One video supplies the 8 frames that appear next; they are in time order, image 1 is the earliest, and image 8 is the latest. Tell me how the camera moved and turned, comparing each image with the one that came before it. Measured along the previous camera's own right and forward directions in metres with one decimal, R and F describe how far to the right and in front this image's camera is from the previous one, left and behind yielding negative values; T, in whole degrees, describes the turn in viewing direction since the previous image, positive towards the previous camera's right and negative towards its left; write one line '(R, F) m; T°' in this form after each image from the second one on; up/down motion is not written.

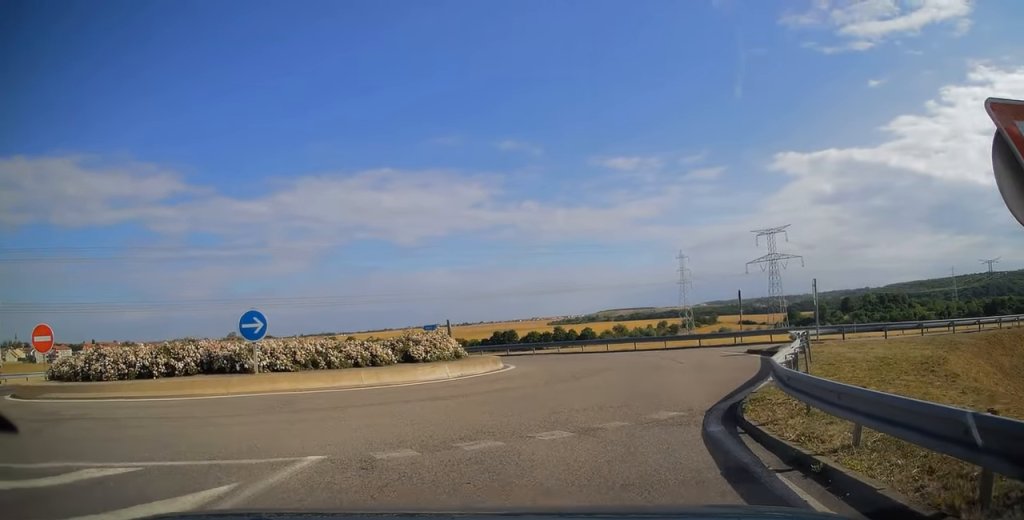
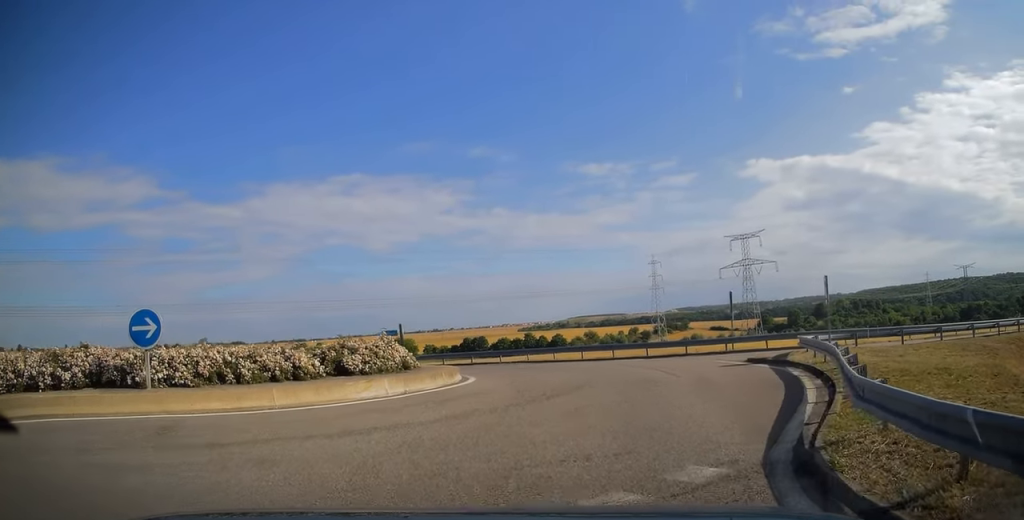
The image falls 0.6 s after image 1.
(+0.1, +3.7) m; +1°
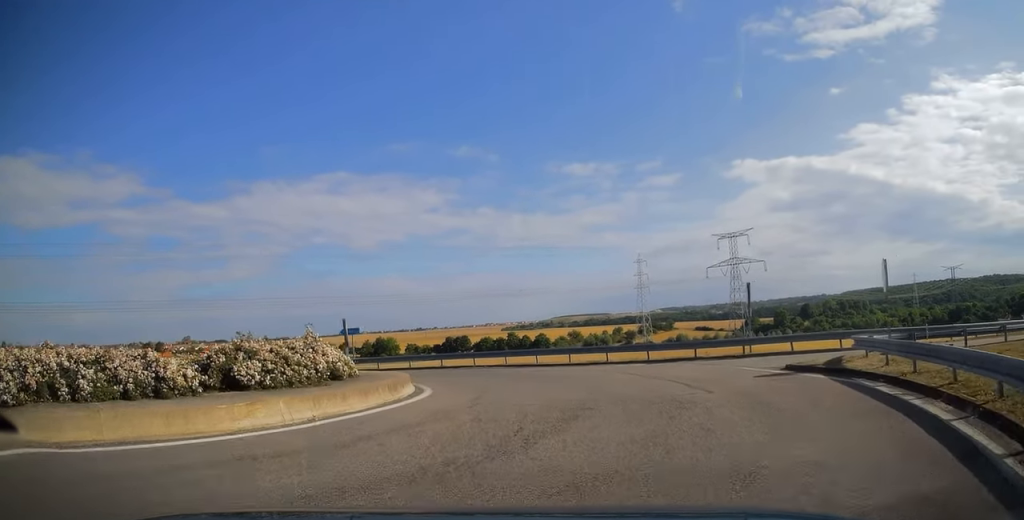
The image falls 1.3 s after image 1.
(+0.1, +5.0) m; 0°
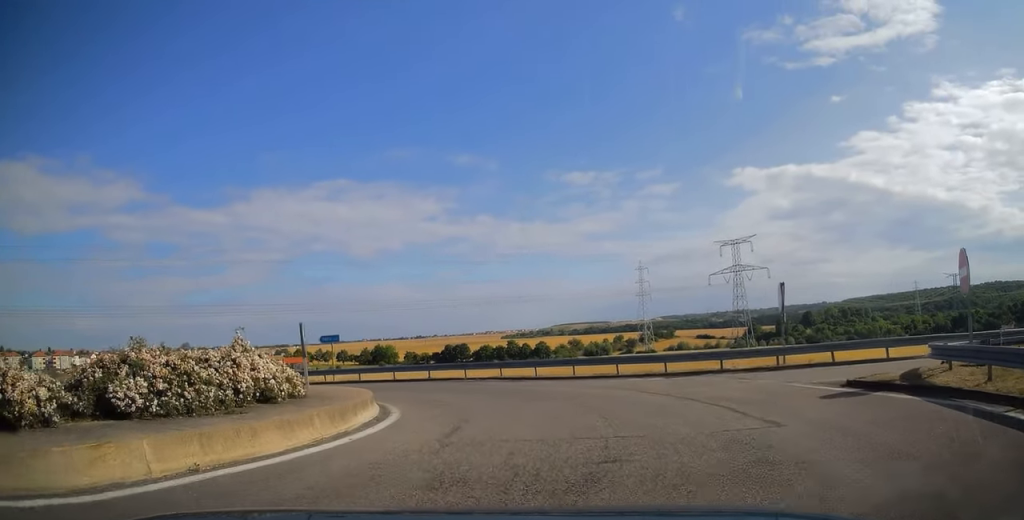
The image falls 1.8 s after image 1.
(0.0, +3.6) m; -2°
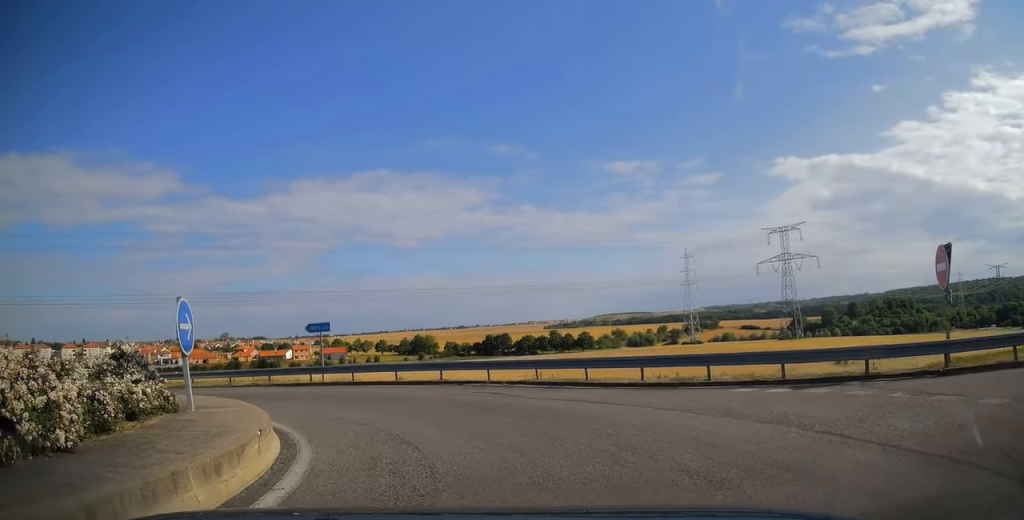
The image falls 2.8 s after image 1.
(-0.3, +7.4) m; -10°
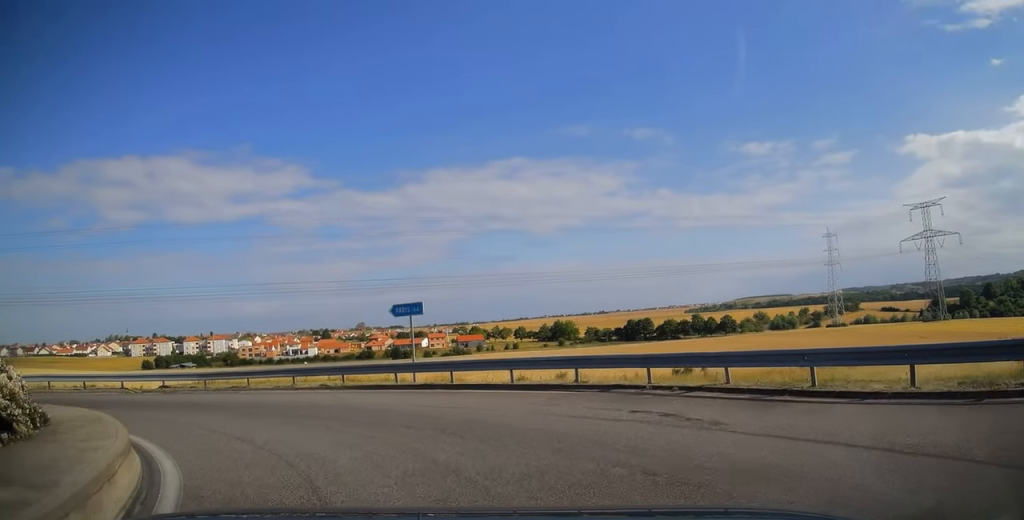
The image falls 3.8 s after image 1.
(-0.9, +6.8) m; -22°
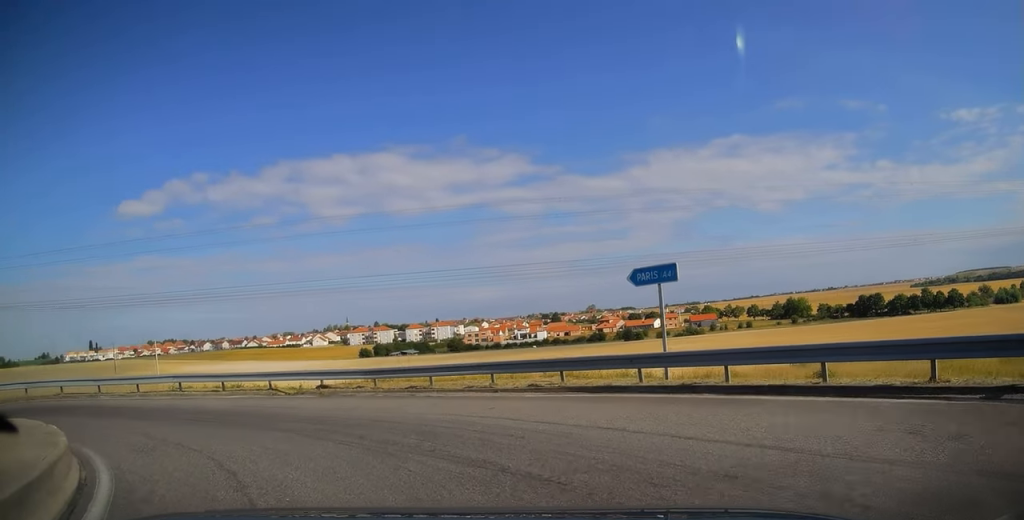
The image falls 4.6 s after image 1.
(-1.2, +5.5) m; -26°
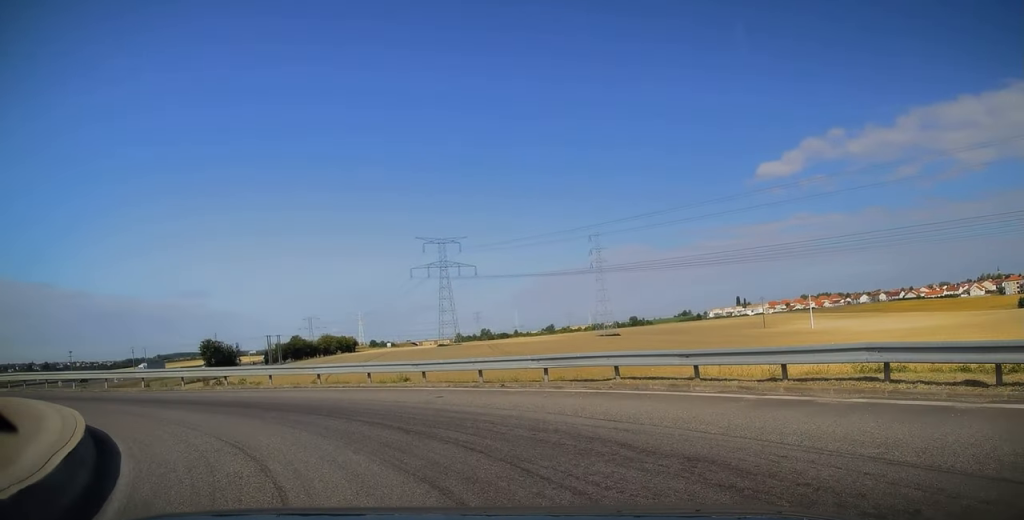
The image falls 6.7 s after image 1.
(-6.8, +10.1) m; -63°
